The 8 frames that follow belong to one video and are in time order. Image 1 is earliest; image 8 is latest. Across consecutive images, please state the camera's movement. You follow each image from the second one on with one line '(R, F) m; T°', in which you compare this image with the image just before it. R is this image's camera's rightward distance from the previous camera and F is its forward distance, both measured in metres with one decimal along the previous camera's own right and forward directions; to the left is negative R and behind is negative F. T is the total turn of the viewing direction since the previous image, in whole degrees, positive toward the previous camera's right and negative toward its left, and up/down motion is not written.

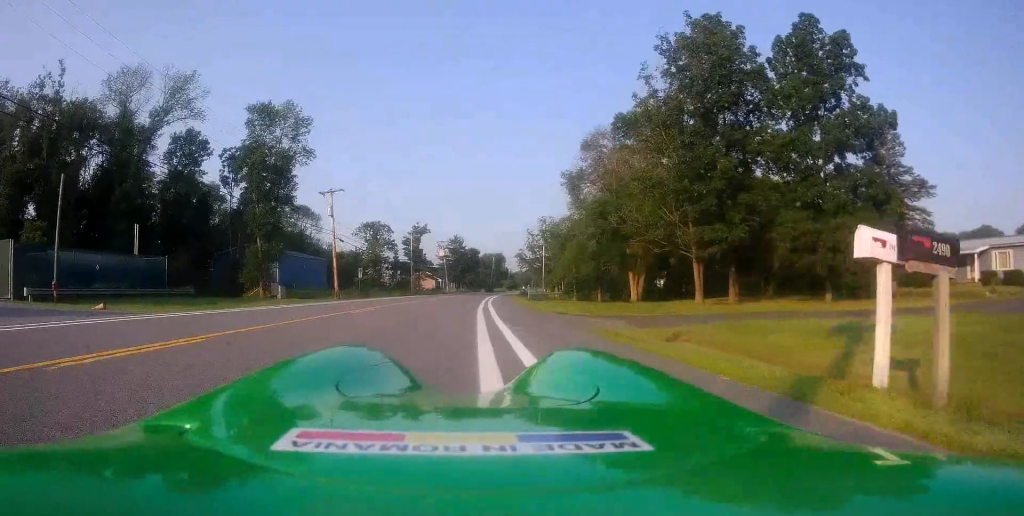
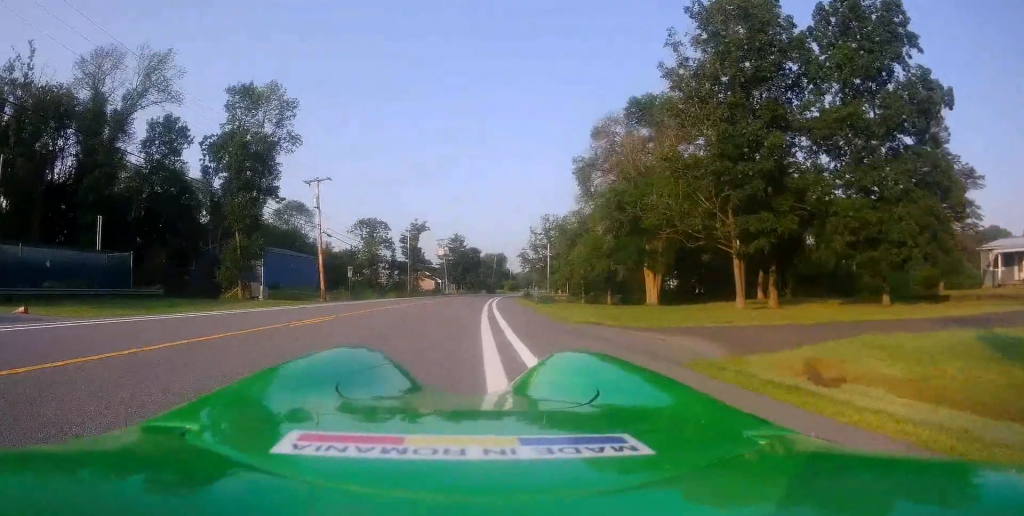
(-0.1, +5.7) m; +1°
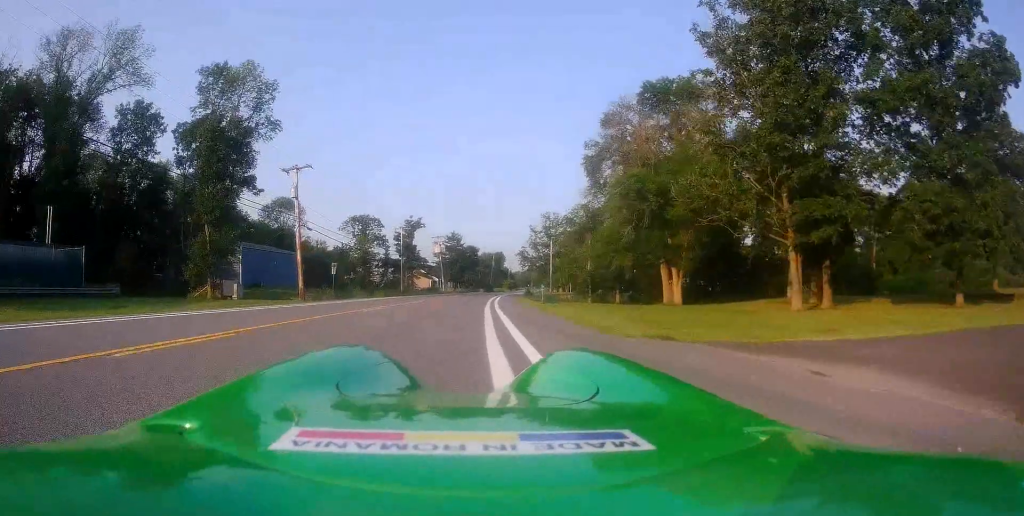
(+0.4, +5.6) m; 0°
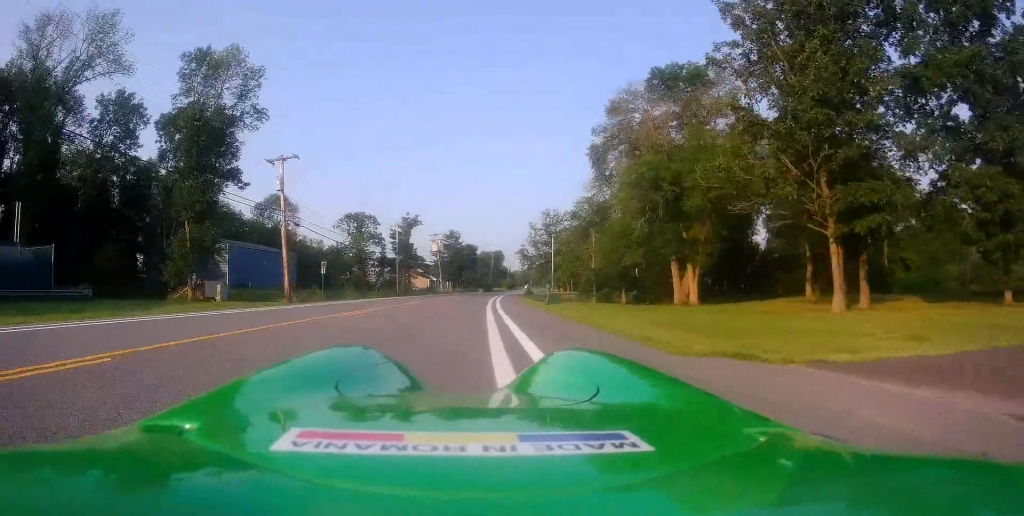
(-0.2, +3.1) m; -2°
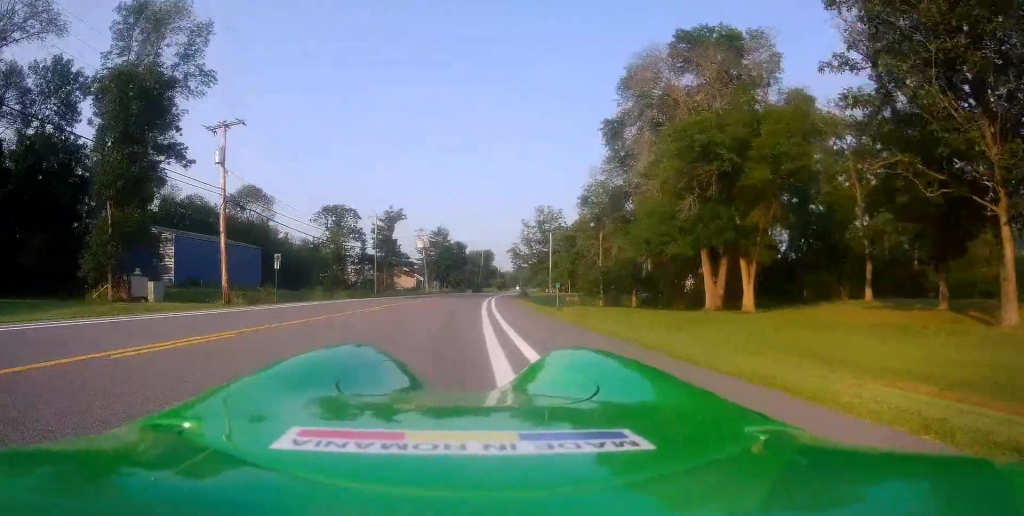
(-0.4, +9.4) m; -2°
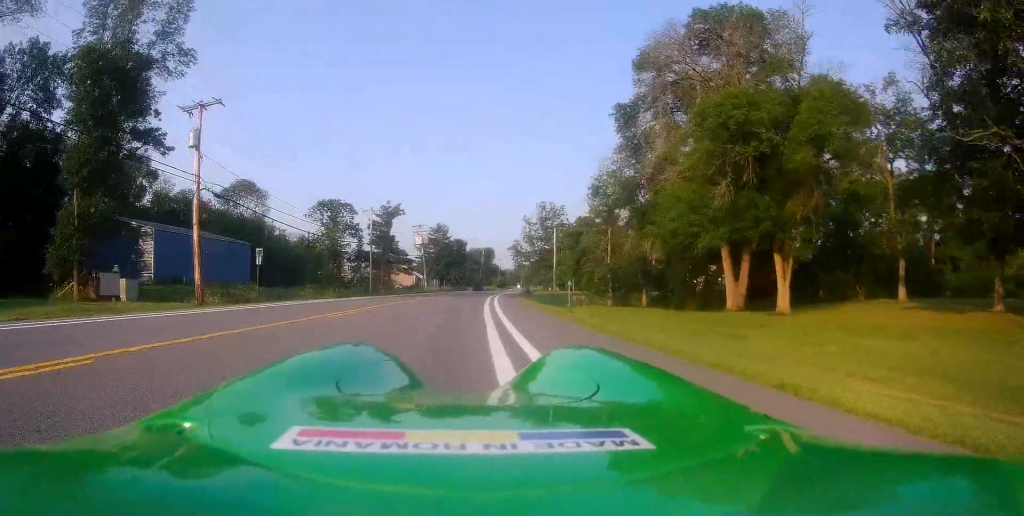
(0.0, +3.5) m; 0°
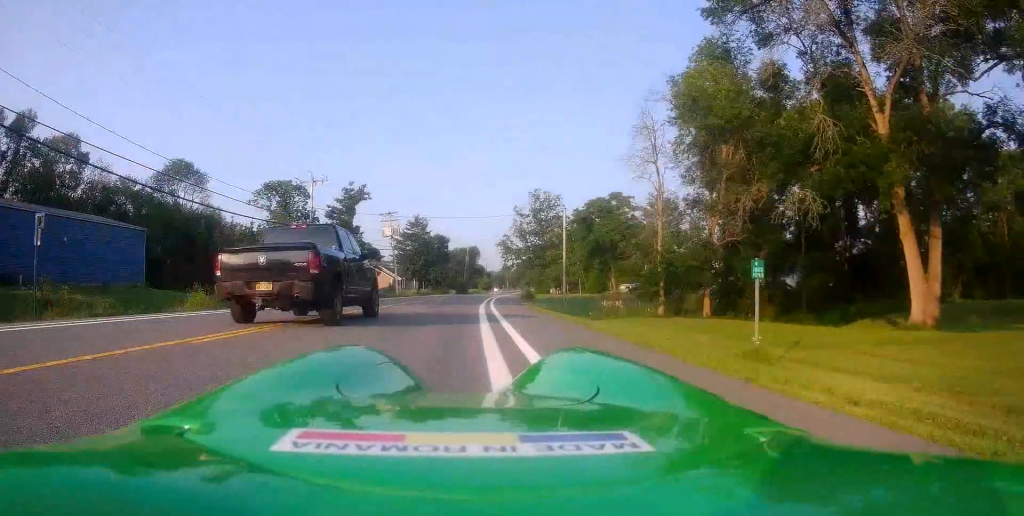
(+0.9, +19.0) m; +4°
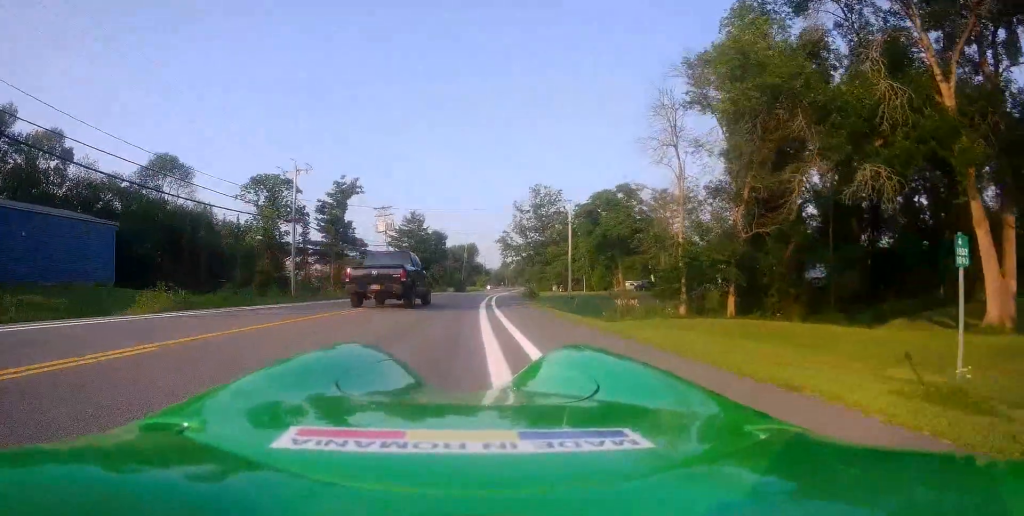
(0.0, +4.2) m; 0°
